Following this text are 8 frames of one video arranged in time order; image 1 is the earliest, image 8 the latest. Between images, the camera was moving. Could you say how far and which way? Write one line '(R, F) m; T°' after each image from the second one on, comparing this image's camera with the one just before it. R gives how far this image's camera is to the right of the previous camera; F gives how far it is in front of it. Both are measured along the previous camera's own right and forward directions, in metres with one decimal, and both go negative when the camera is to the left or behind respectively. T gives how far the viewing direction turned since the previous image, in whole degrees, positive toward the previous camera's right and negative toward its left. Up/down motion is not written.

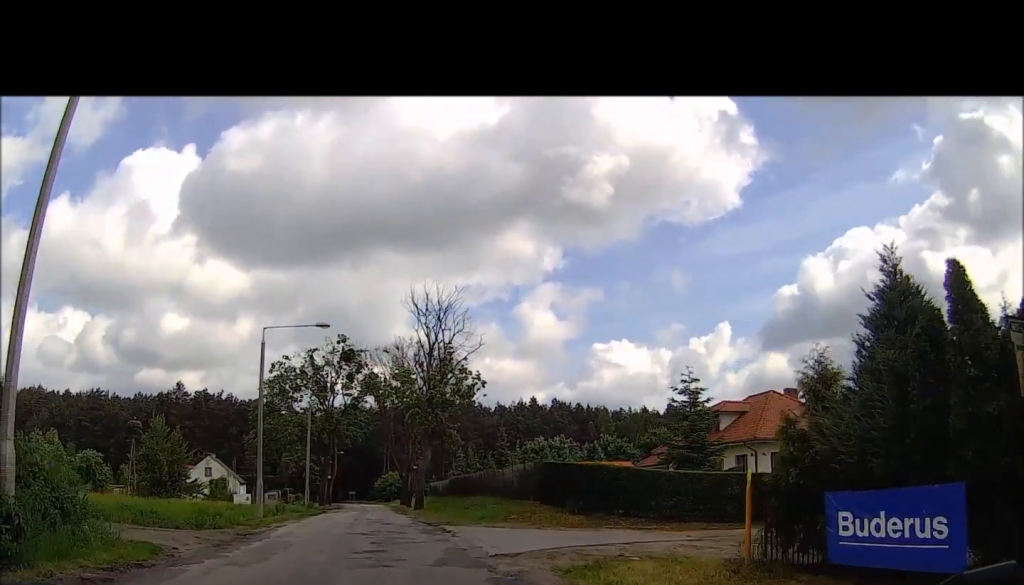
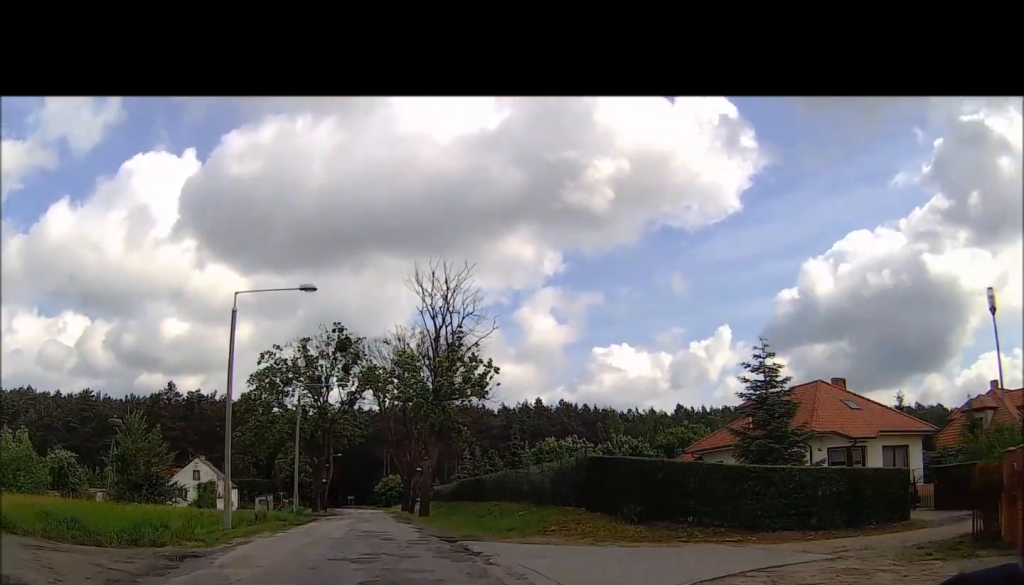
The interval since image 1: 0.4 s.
(0.0, +6.2) m; 0°
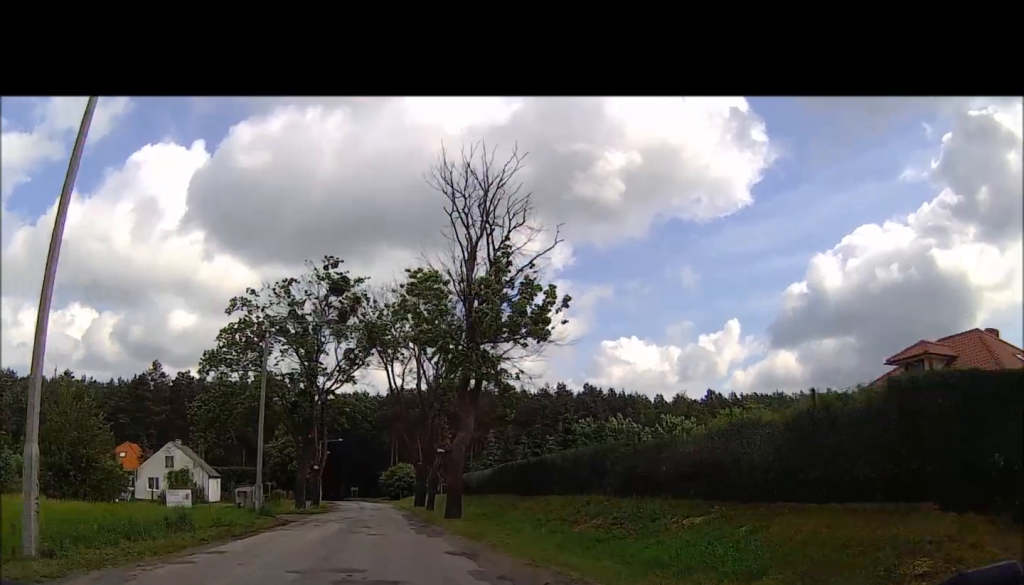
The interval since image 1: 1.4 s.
(0.0, +14.5) m; +1°
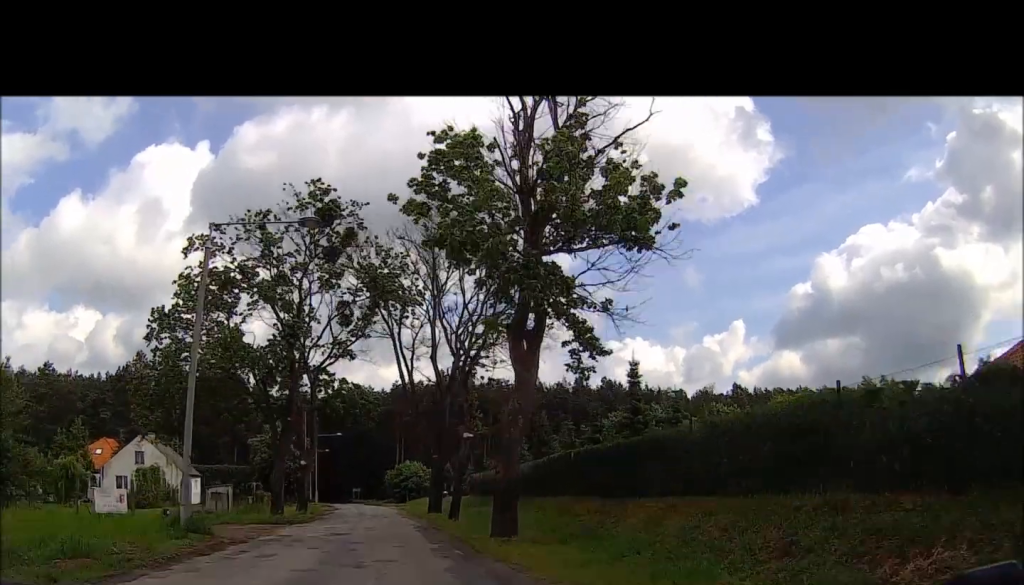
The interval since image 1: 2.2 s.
(+0.1, +11.3) m; +1°
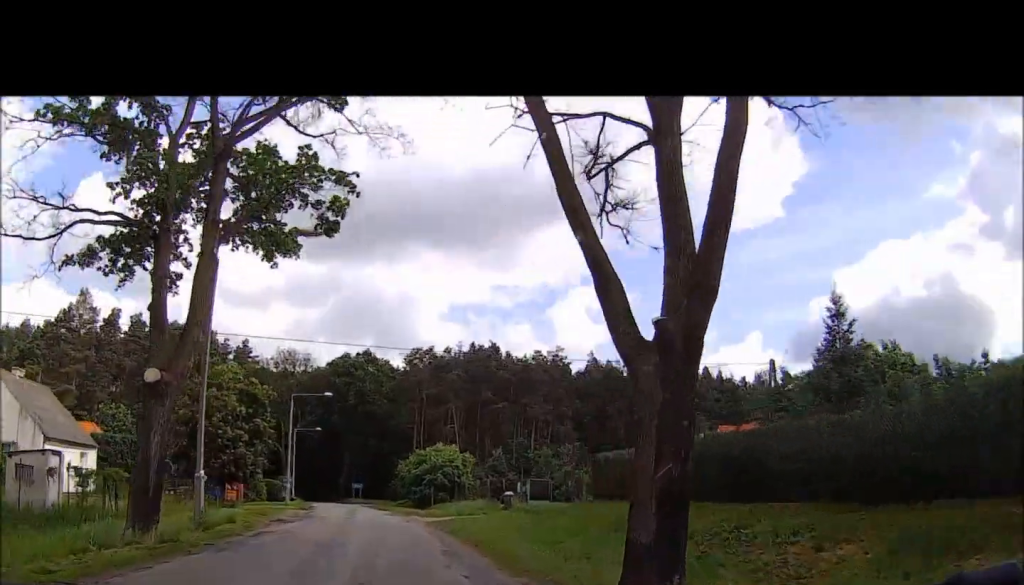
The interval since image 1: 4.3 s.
(-0.2, +28.0) m; -1°
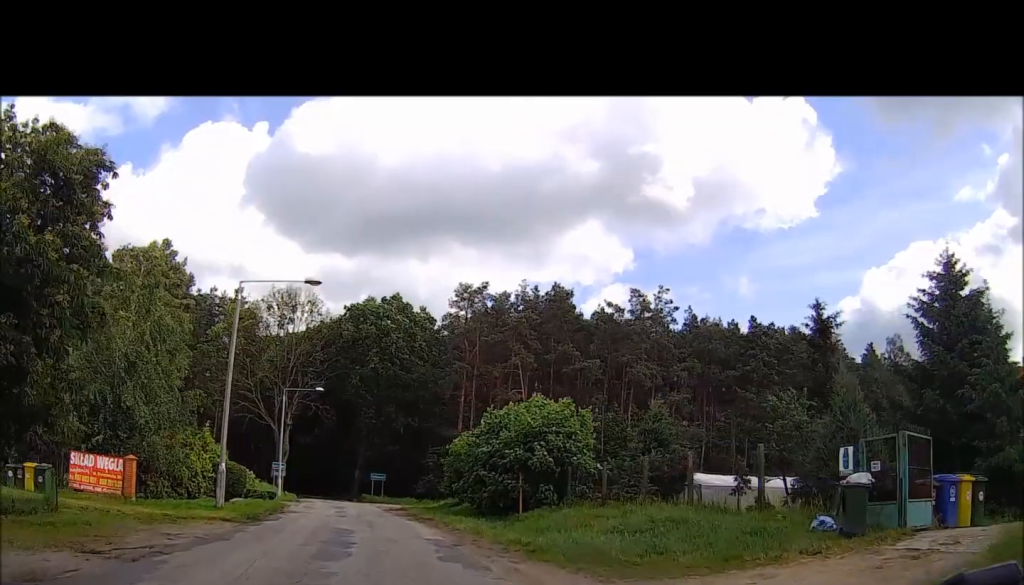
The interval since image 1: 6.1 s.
(-0.4, +26.3) m; -3°
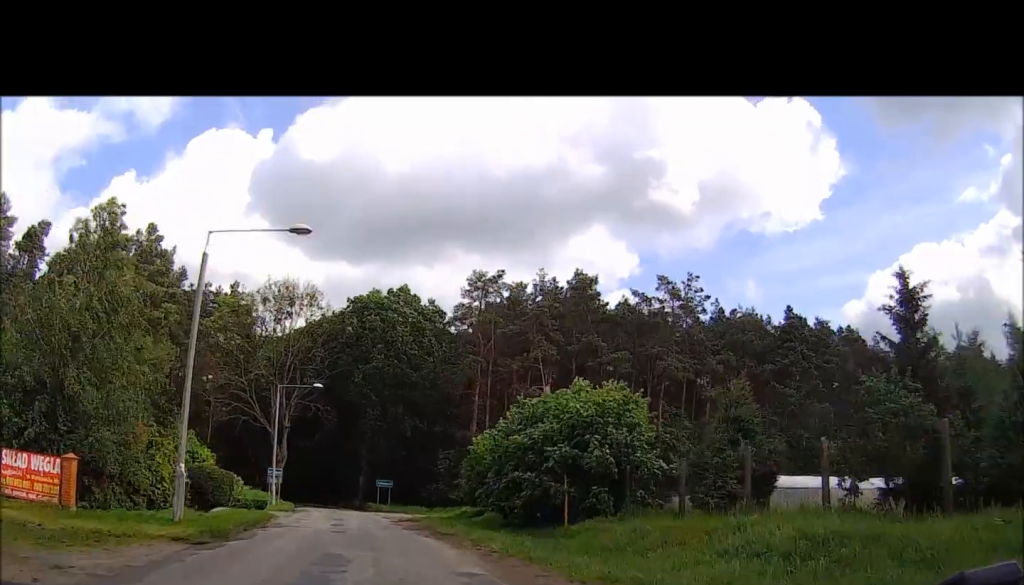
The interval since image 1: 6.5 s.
(-0.1, +6.2) m; -1°
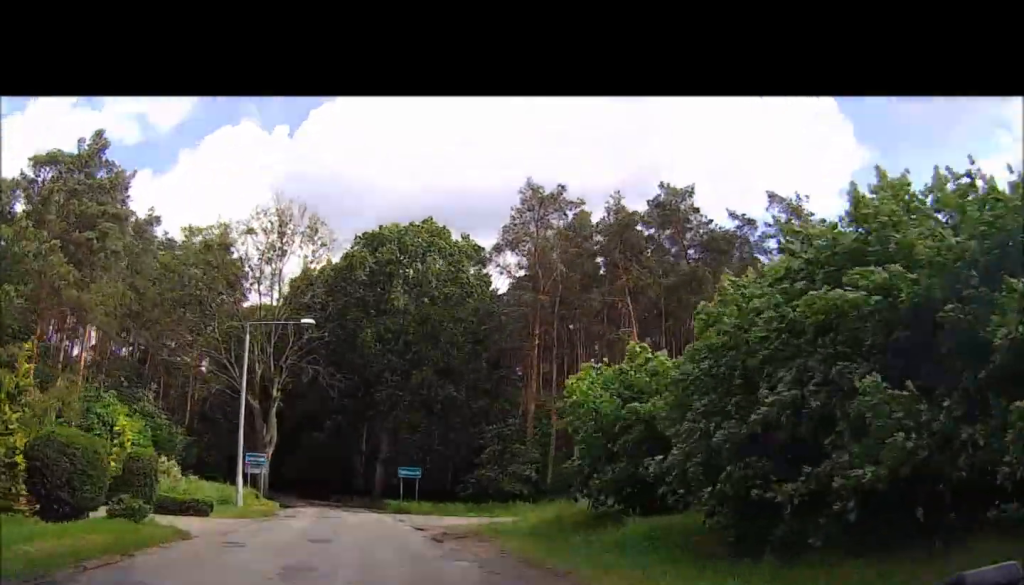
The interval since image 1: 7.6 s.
(-0.2, +15.8) m; -1°
